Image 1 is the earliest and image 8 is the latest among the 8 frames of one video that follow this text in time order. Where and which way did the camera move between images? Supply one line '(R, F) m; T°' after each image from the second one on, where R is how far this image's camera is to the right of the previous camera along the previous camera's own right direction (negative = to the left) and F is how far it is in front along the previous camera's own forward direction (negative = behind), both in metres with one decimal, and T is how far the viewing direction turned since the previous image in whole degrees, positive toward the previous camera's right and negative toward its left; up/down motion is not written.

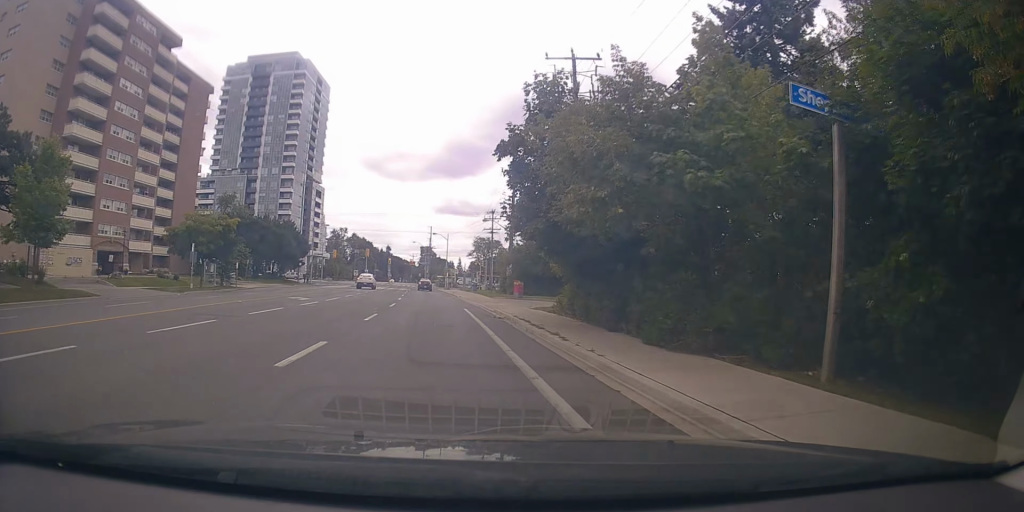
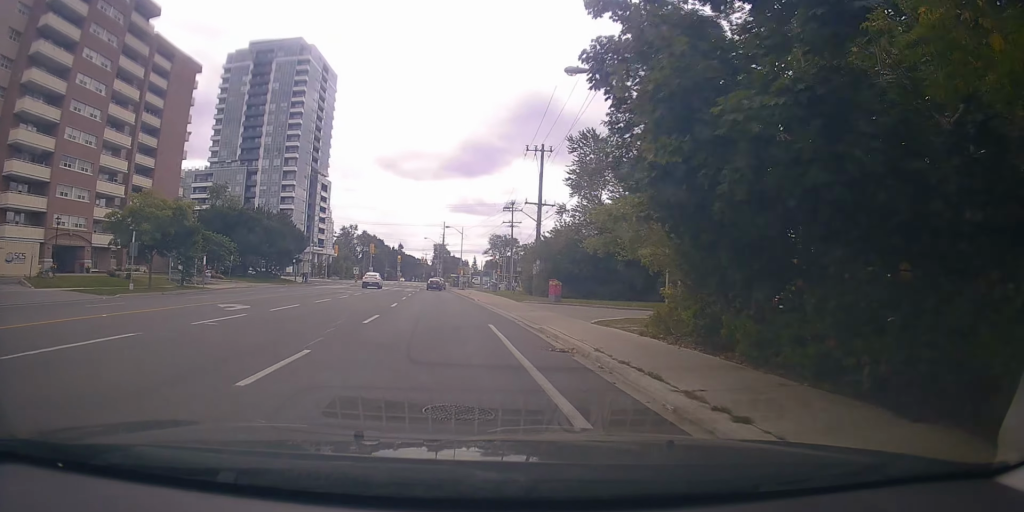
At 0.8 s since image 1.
(-0.1, +10.3) m; 0°
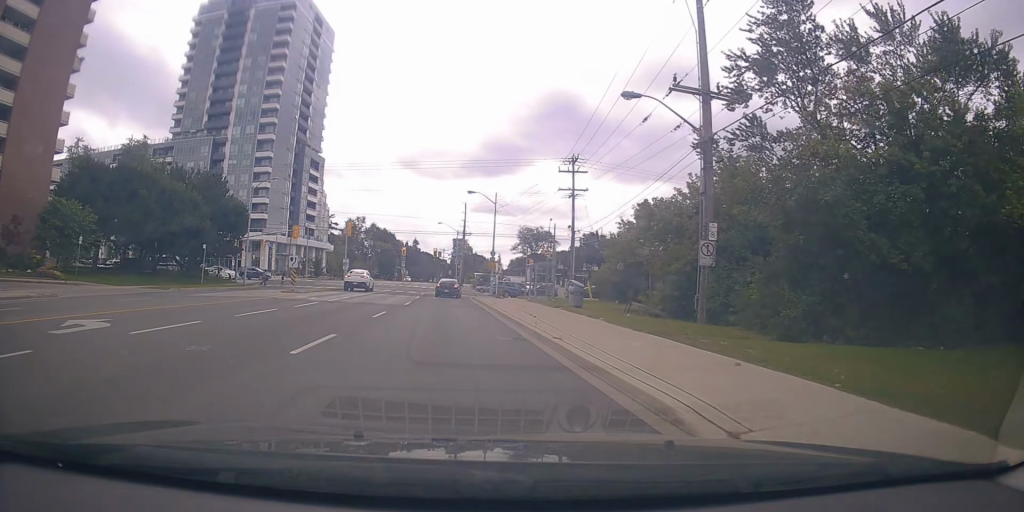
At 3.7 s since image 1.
(-1.2, +33.3) m; -6°
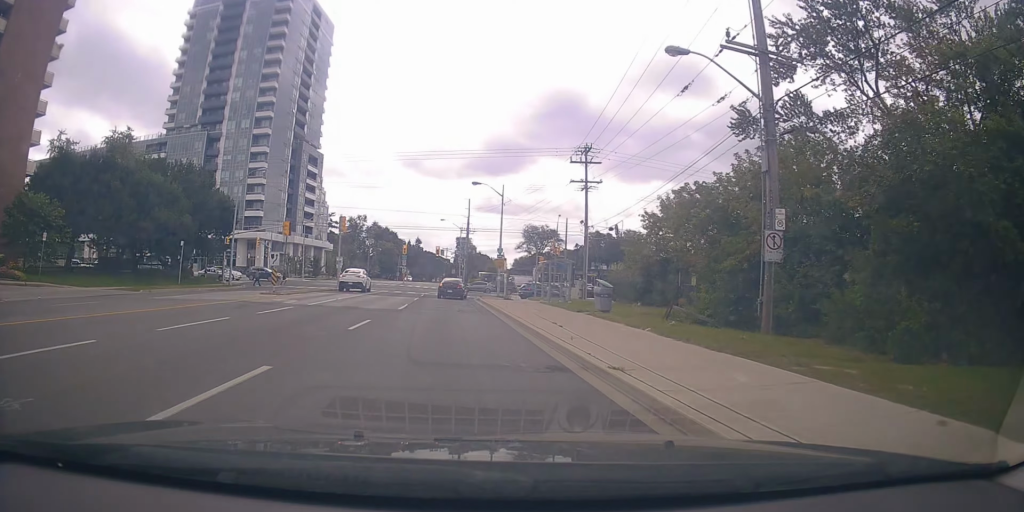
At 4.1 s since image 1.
(-0.2, +4.4) m; 0°
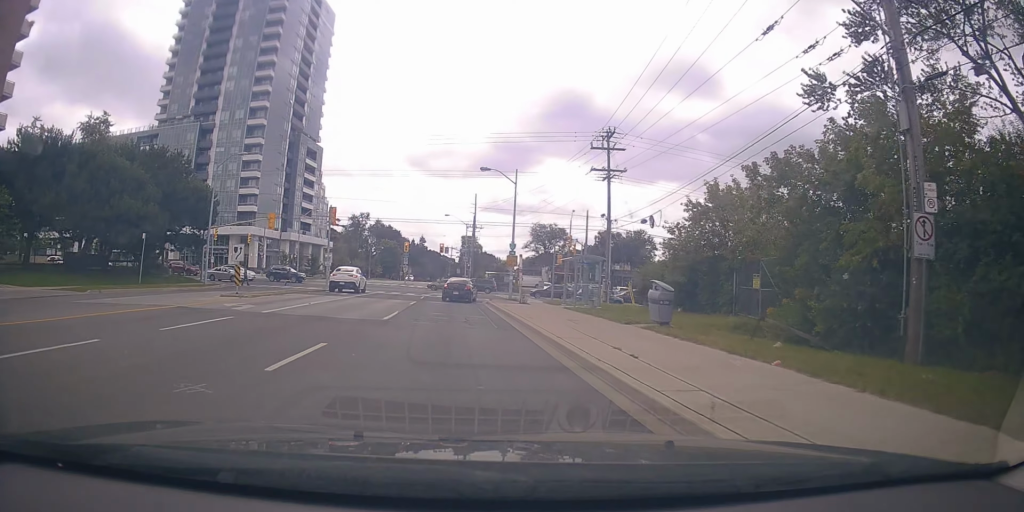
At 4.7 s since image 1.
(-0.4, +6.3) m; +1°
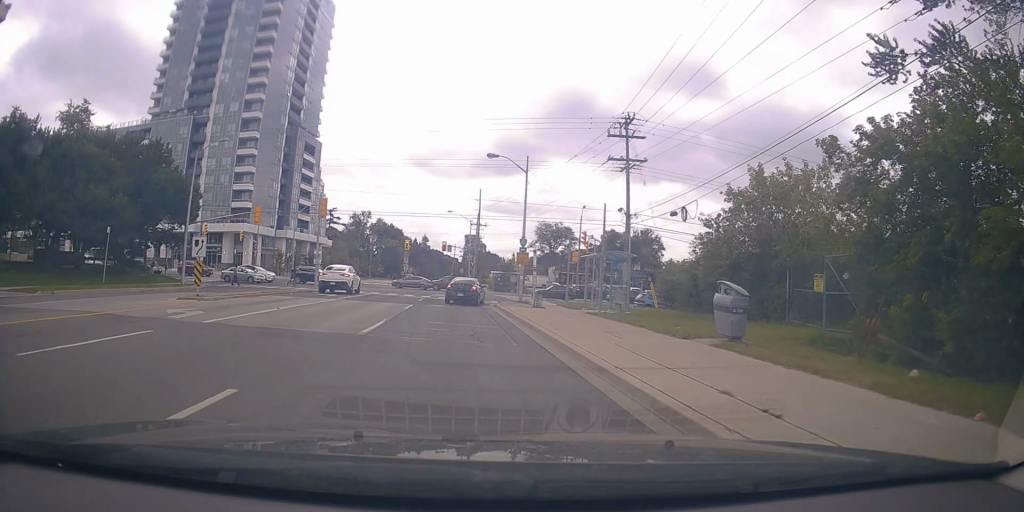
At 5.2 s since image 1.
(+0.4, +4.2) m; +1°
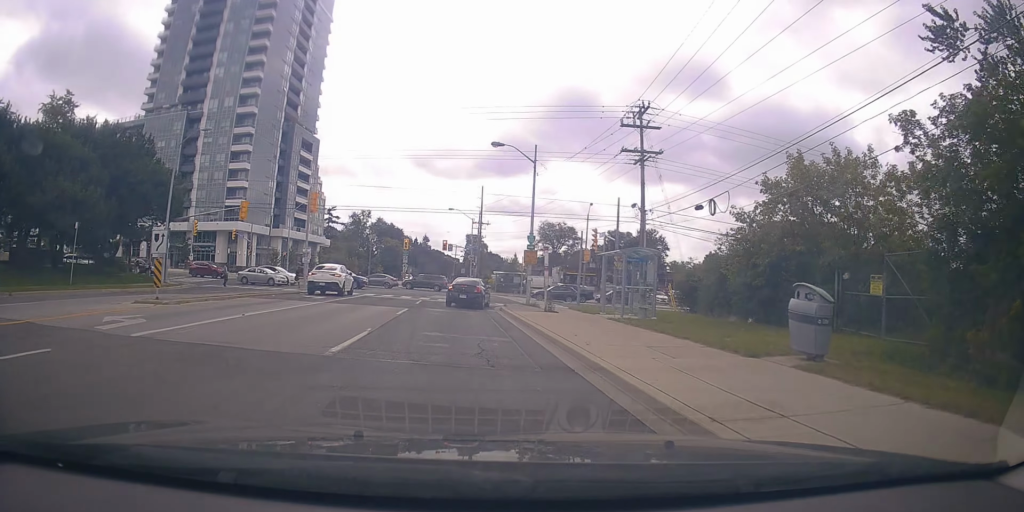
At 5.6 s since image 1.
(+0.3, +3.4) m; +1°
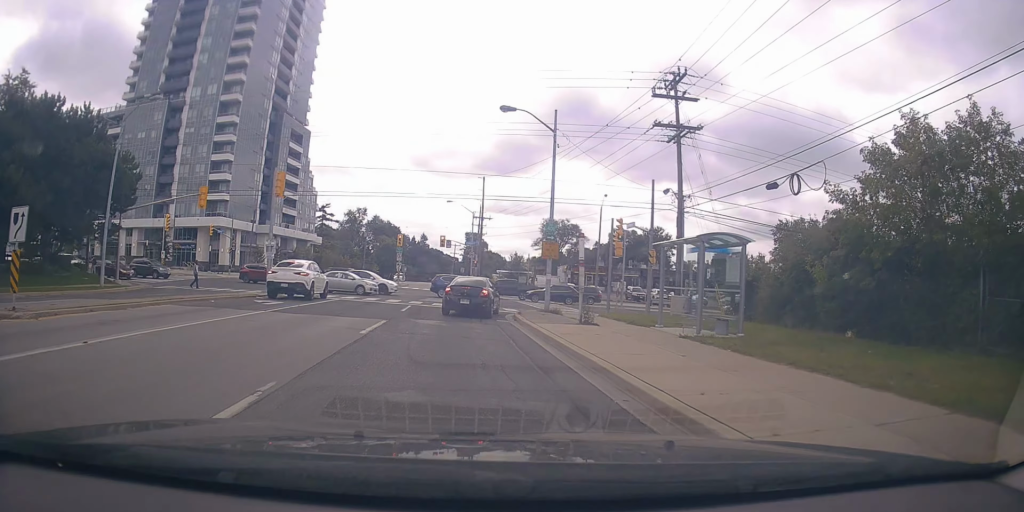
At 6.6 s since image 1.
(-0.4, +7.0) m; -5°
